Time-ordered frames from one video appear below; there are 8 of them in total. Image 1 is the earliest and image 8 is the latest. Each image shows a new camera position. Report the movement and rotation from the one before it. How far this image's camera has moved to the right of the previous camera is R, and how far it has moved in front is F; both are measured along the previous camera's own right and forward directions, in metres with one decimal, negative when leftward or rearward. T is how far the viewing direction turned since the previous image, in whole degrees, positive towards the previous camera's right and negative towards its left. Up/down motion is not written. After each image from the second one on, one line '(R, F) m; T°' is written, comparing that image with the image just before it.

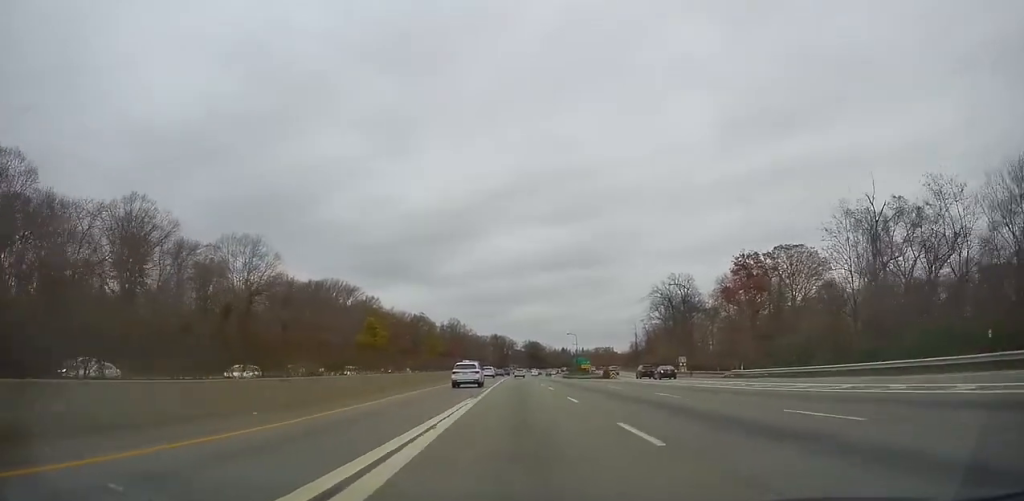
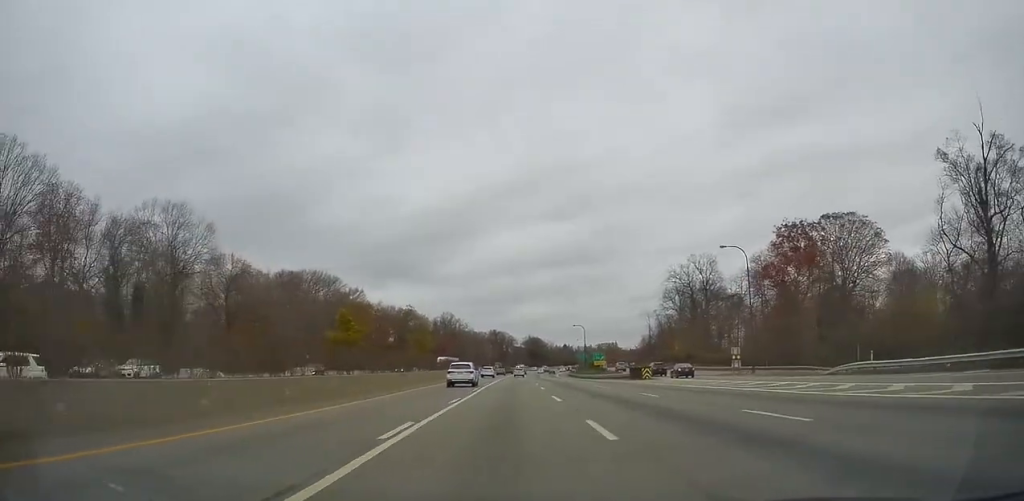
(-0.3, +23.0) m; -1°
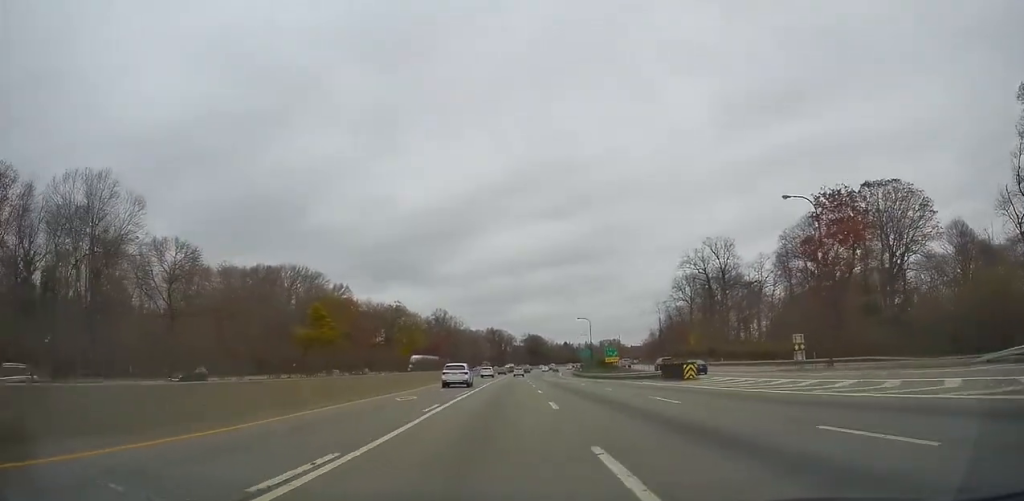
(-0.1, +16.3) m; 0°
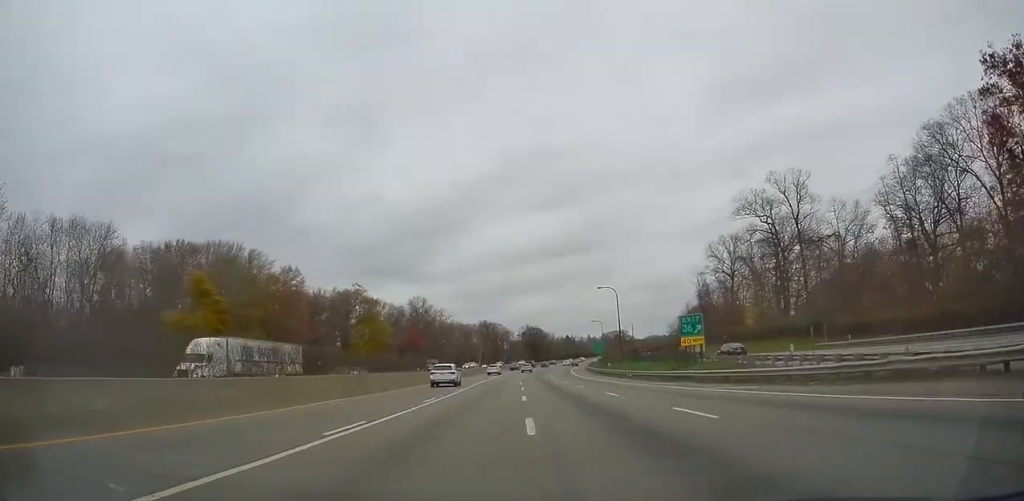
(0.0, +43.3) m; 0°
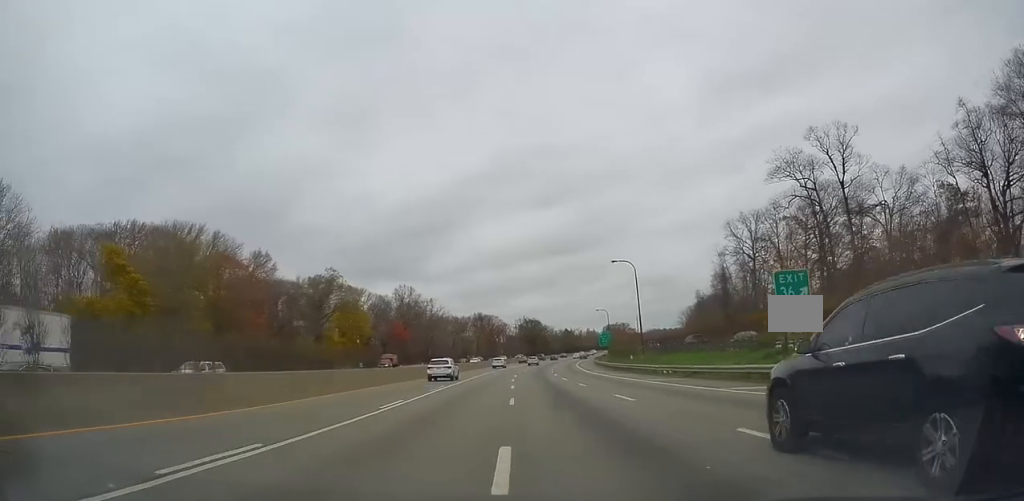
(+0.1, +17.7) m; 0°
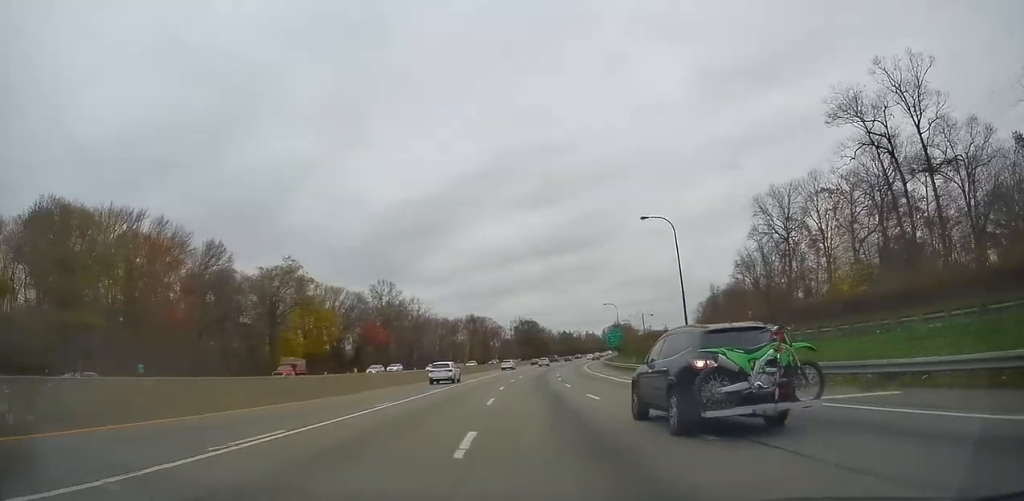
(+0.1, +21.7) m; 0°
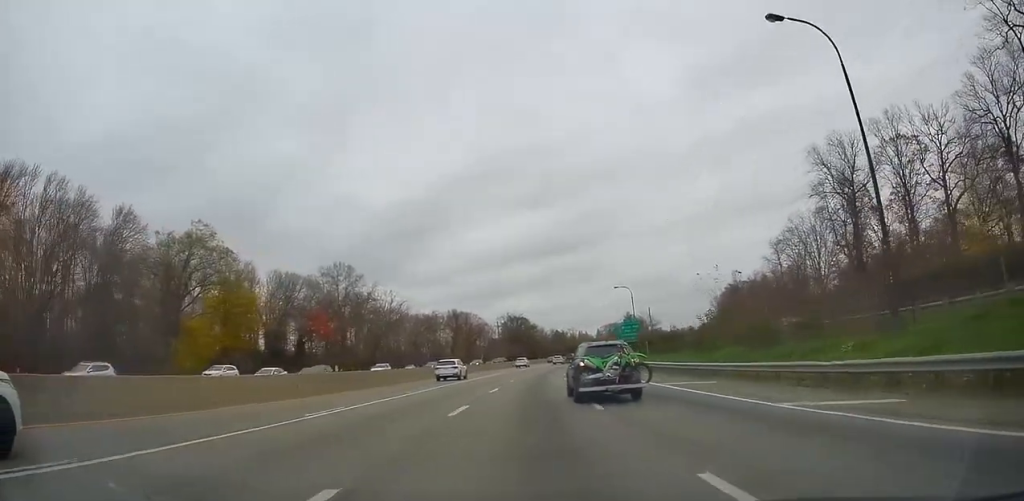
(-0.2, +29.8) m; +1°
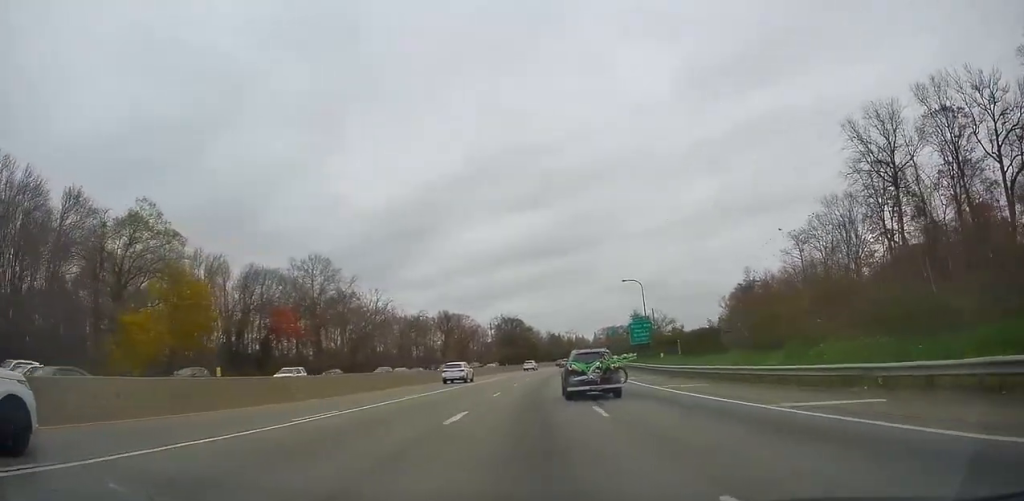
(+0.4, +13.1) m; +1°
